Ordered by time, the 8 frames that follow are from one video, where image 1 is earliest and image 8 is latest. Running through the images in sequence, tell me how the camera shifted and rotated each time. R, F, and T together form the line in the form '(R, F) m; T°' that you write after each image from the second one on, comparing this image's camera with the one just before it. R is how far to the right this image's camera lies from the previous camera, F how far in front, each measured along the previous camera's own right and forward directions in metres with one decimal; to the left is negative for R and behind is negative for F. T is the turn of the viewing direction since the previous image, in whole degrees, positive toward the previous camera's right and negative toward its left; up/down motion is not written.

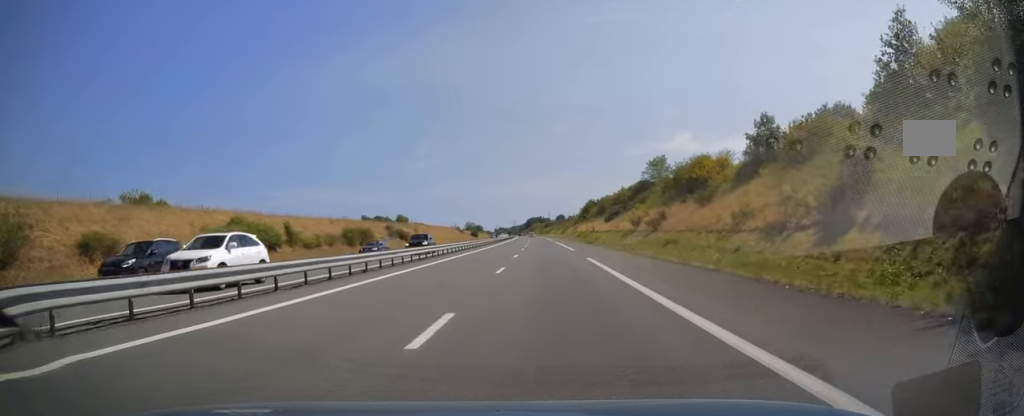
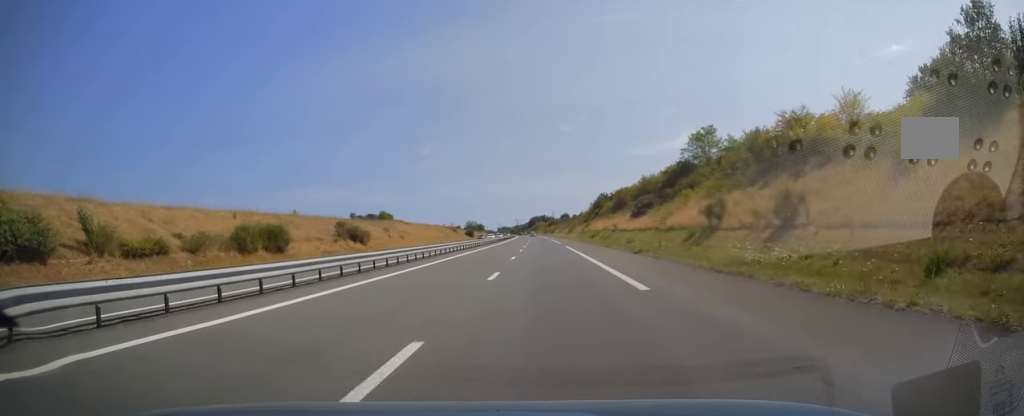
(0.0, +28.6) m; 0°
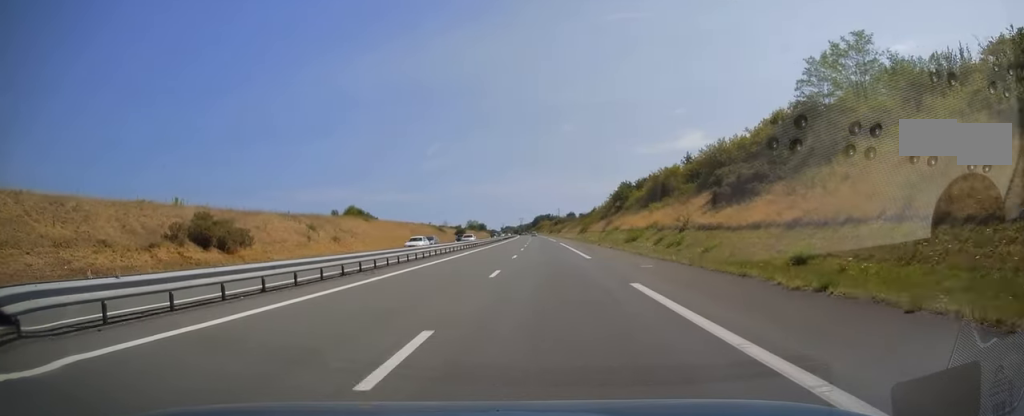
(-0.1, +37.5) m; -1°
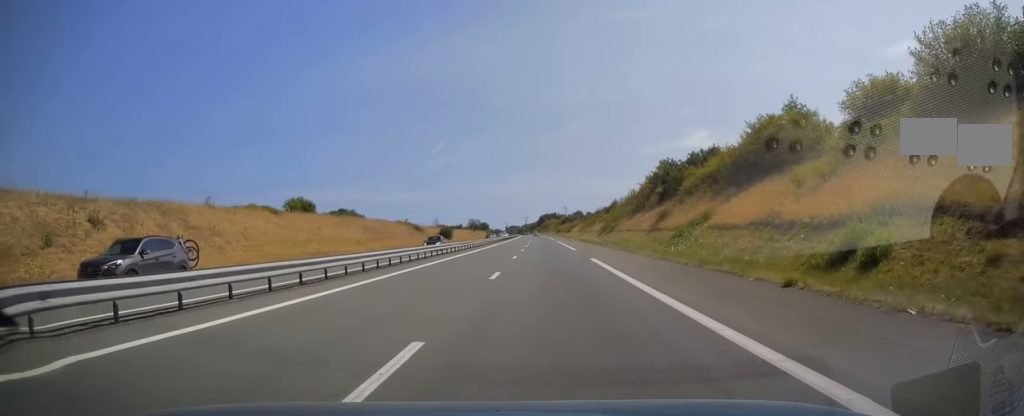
(-0.4, +39.7) m; -1°
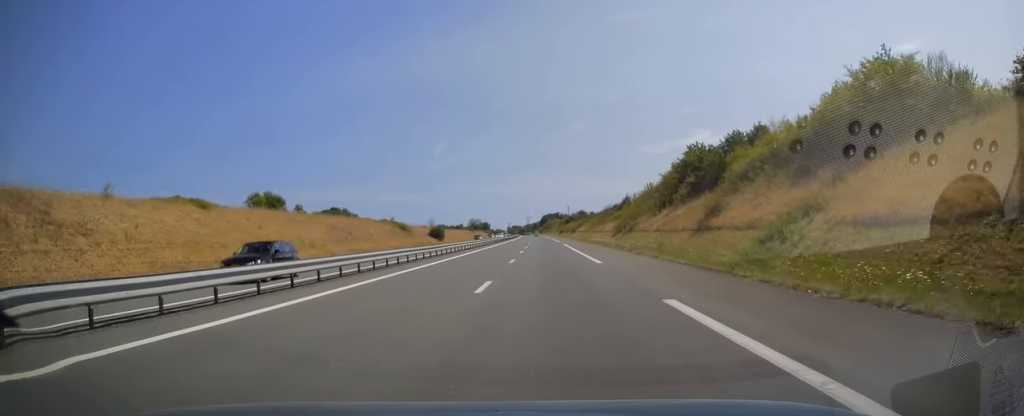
(-0.1, +16.7) m; 0°
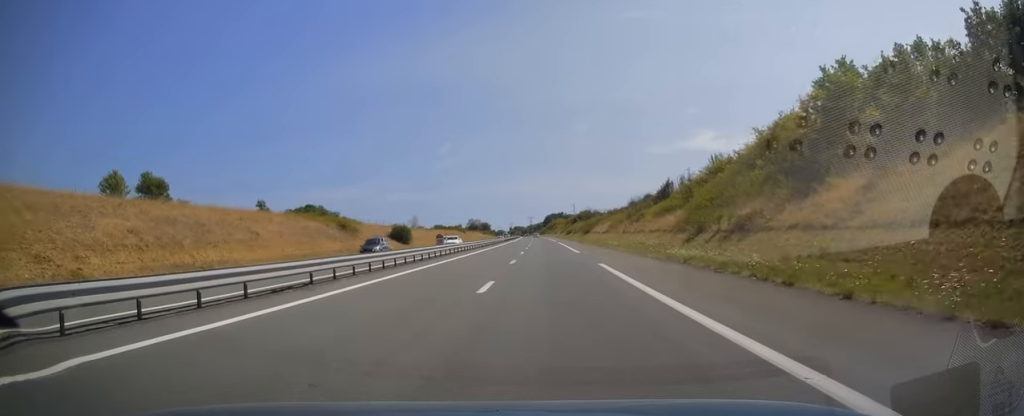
(+0.4, +38.8) m; 0°
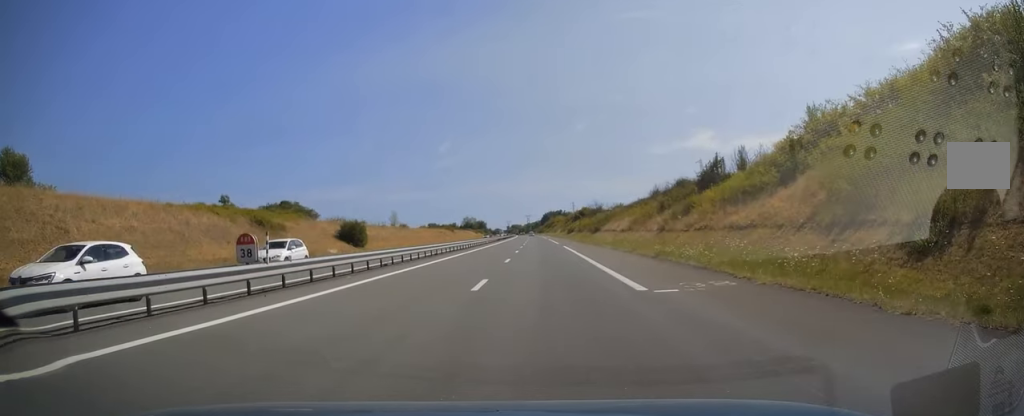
(-0.3, +25.6) m; -1°
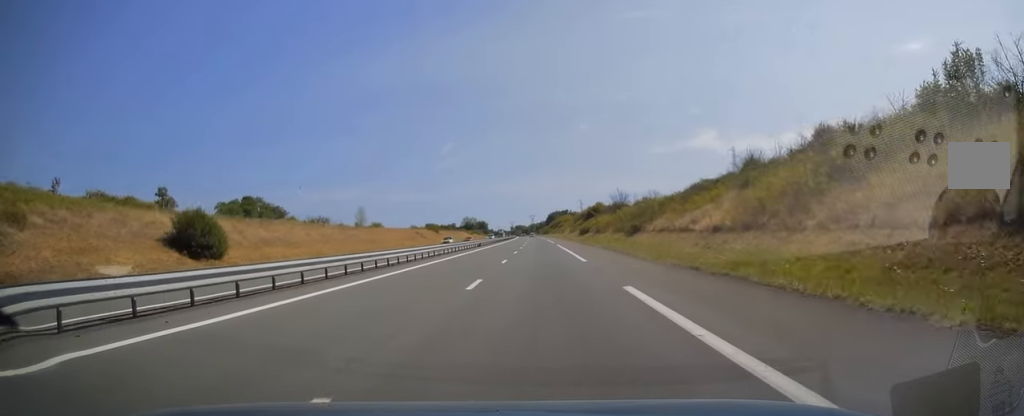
(-0.5, +38.4) m; 0°
